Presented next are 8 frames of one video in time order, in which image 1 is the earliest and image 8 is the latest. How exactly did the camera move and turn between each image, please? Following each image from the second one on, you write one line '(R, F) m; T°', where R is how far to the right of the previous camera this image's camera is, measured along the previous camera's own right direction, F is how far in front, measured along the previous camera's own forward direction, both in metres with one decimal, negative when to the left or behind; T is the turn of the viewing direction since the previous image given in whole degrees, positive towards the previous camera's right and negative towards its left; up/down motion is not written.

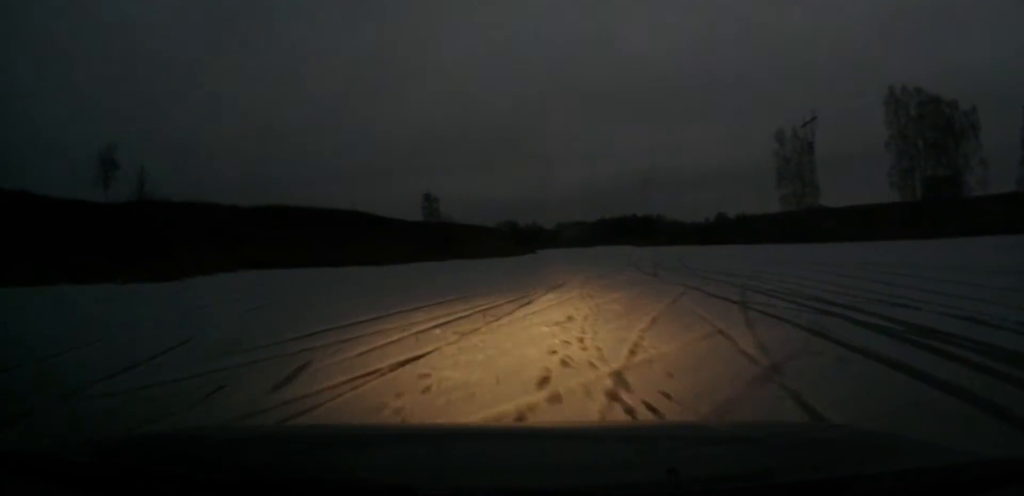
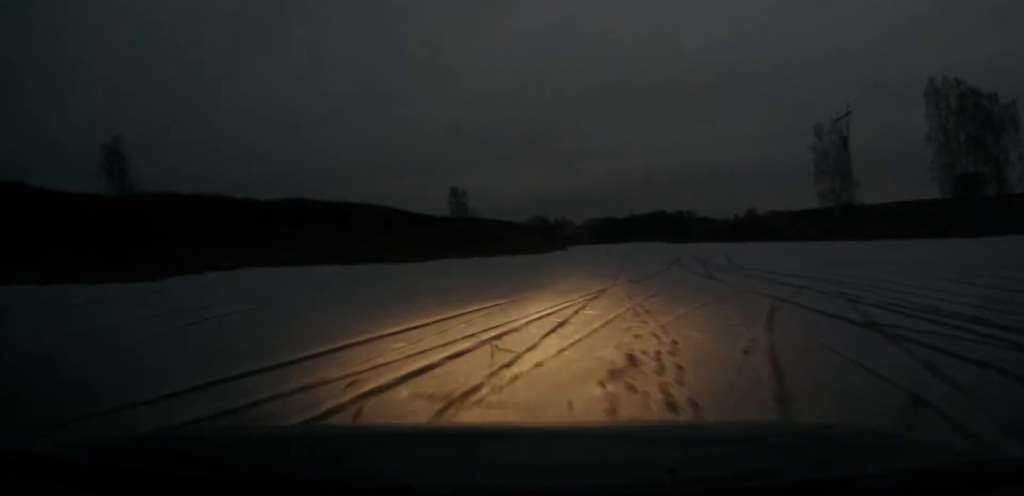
(0.0, +4.0) m; 0°
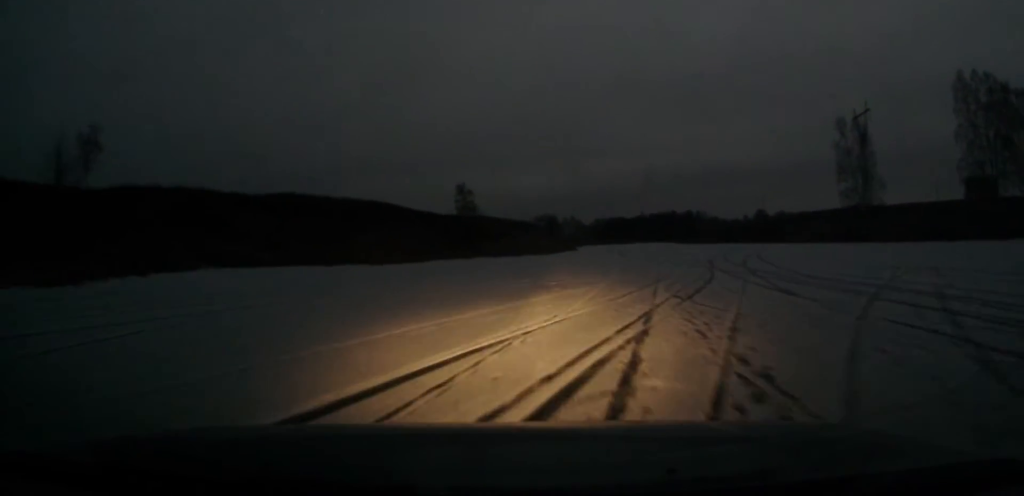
(0.0, +5.2) m; +2°
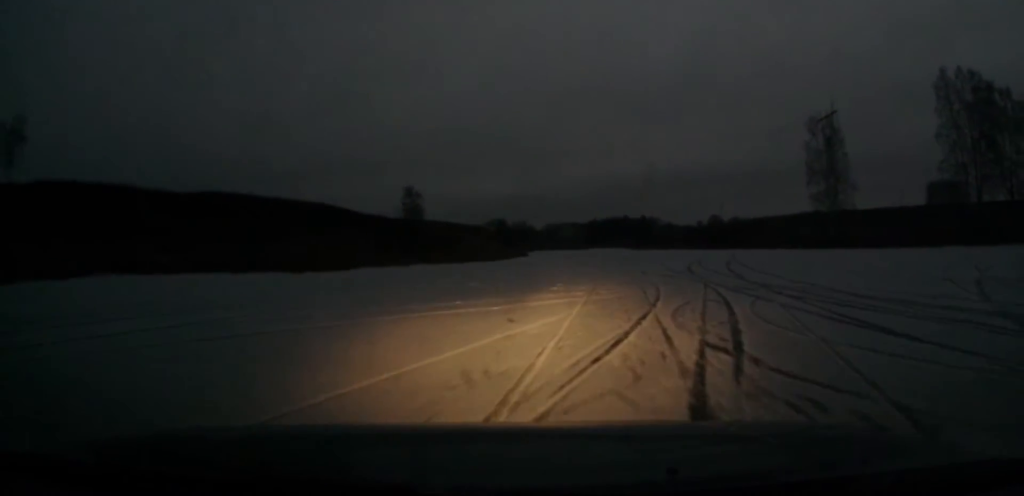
(0.0, +5.6) m; +4°
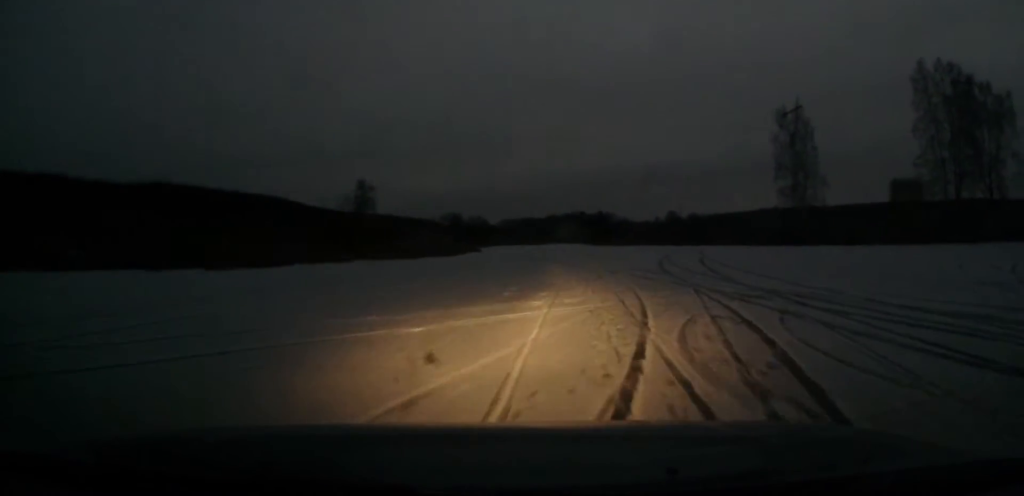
(+0.2, +3.7) m; +3°
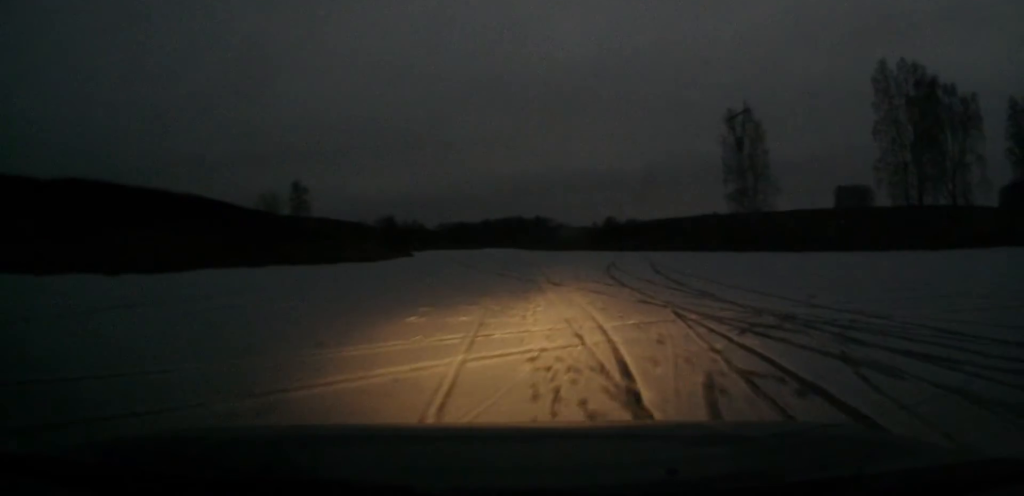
(+0.1, +4.1) m; +3°
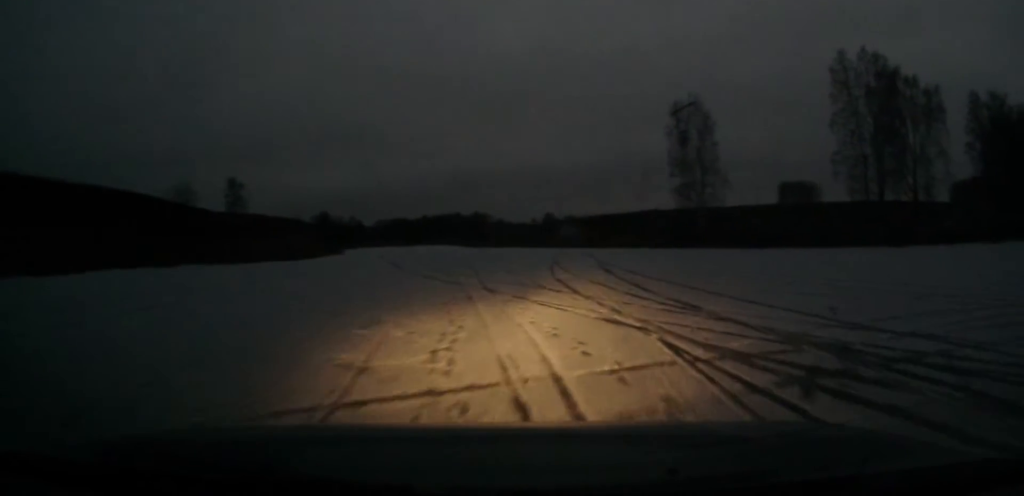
(+0.2, +4.3) m; 0°
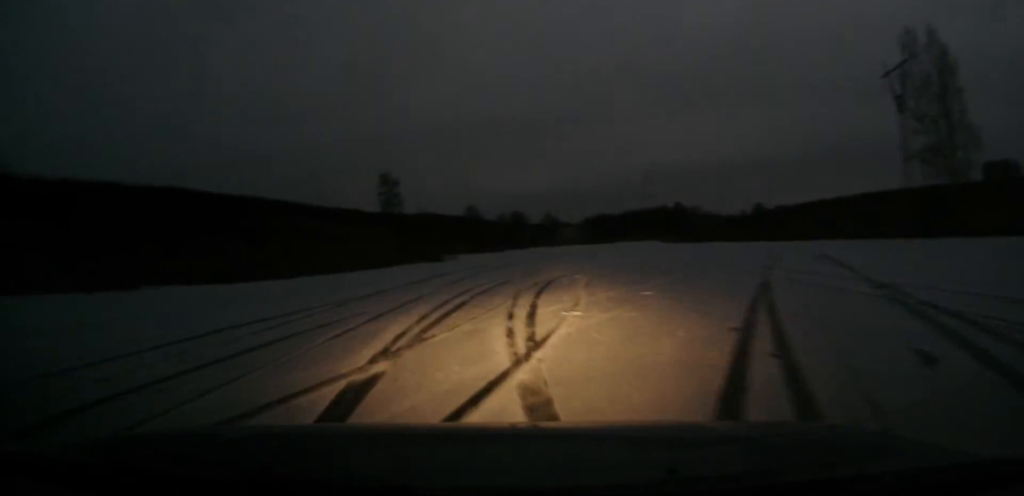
(-0.9, +25.7) m; -7°
